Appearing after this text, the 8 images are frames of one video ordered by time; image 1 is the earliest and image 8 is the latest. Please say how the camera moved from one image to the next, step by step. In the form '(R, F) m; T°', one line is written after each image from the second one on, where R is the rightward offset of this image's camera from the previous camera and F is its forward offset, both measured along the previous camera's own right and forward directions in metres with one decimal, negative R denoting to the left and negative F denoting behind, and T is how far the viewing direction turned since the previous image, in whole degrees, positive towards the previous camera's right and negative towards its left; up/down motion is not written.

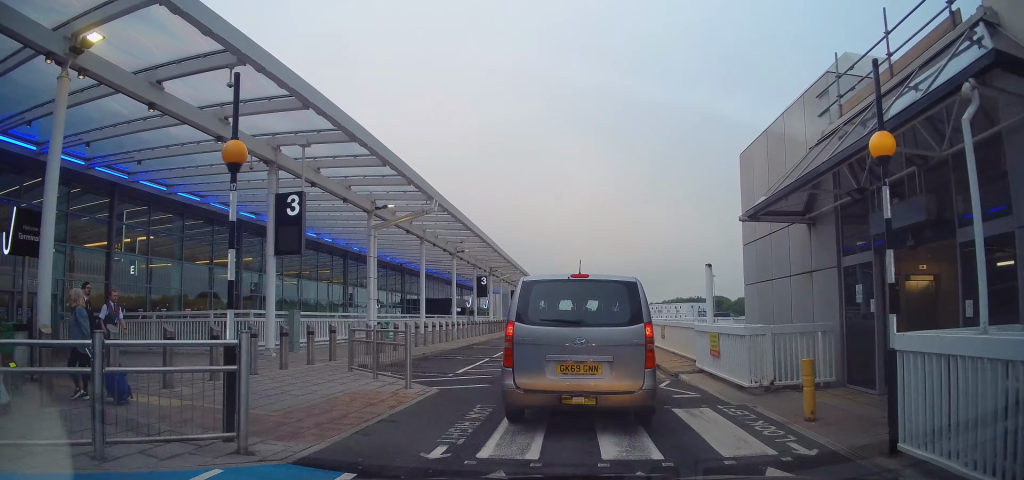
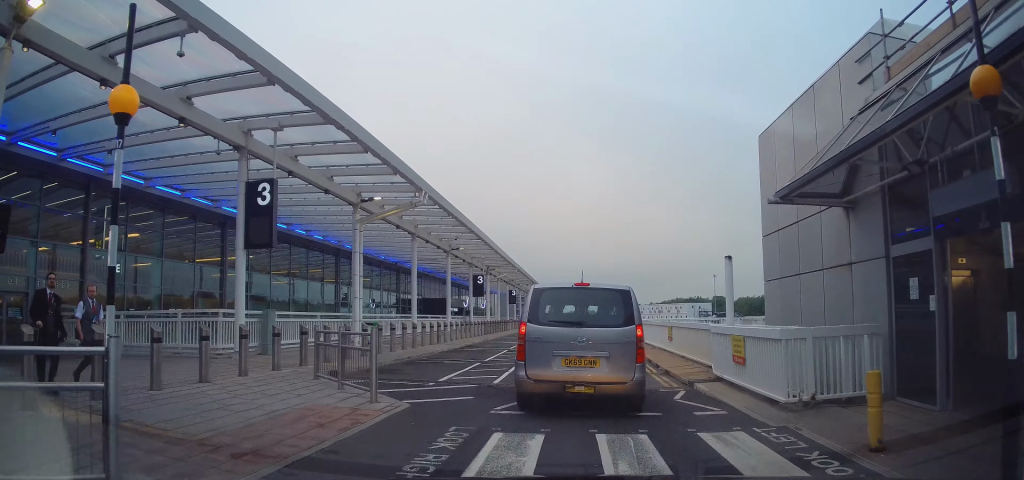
(0.0, +2.0) m; +3°
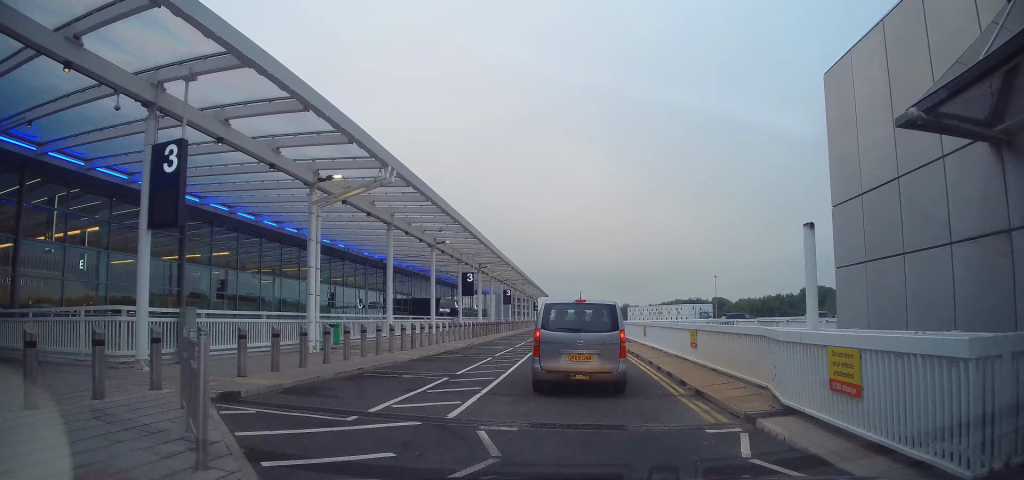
(+0.4, +4.5) m; 0°
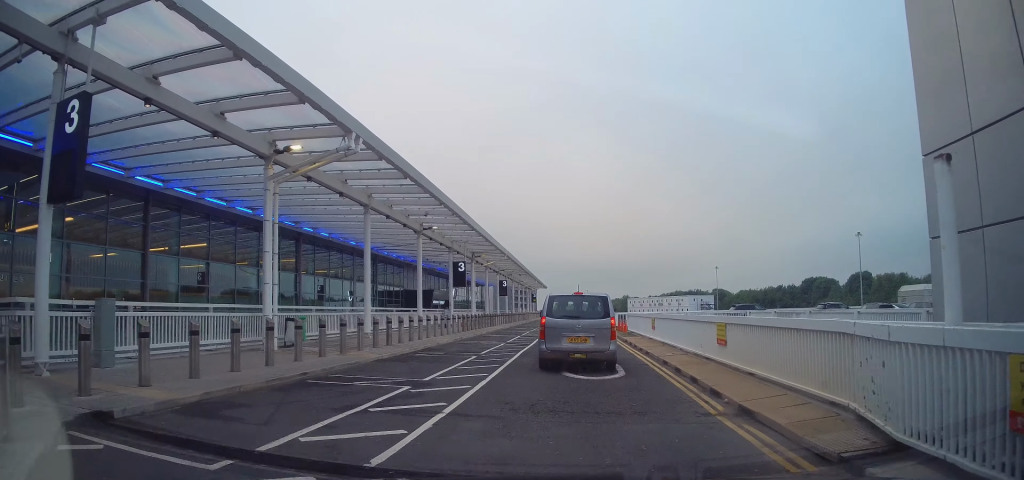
(-0.4, +3.2) m; -5°
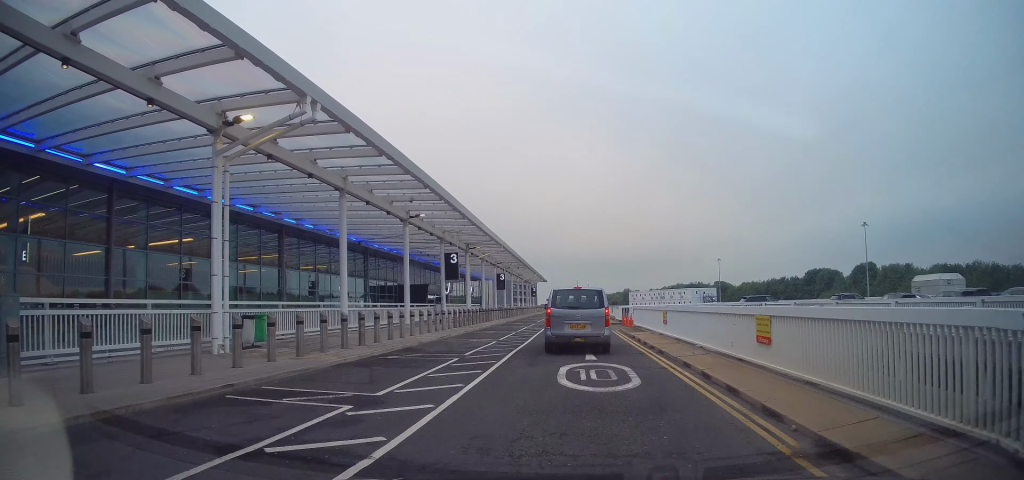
(-0.1, +3.2) m; +2°
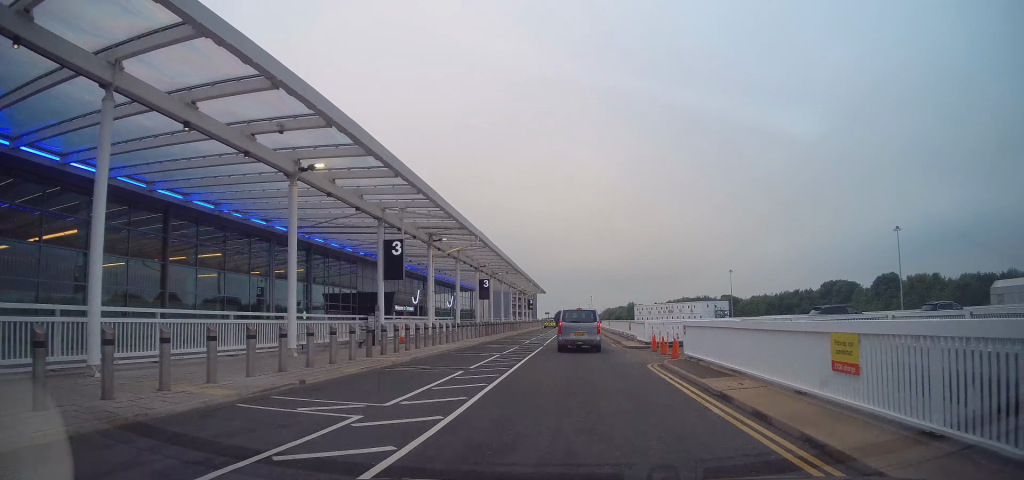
(+0.3, +15.0) m; -2°
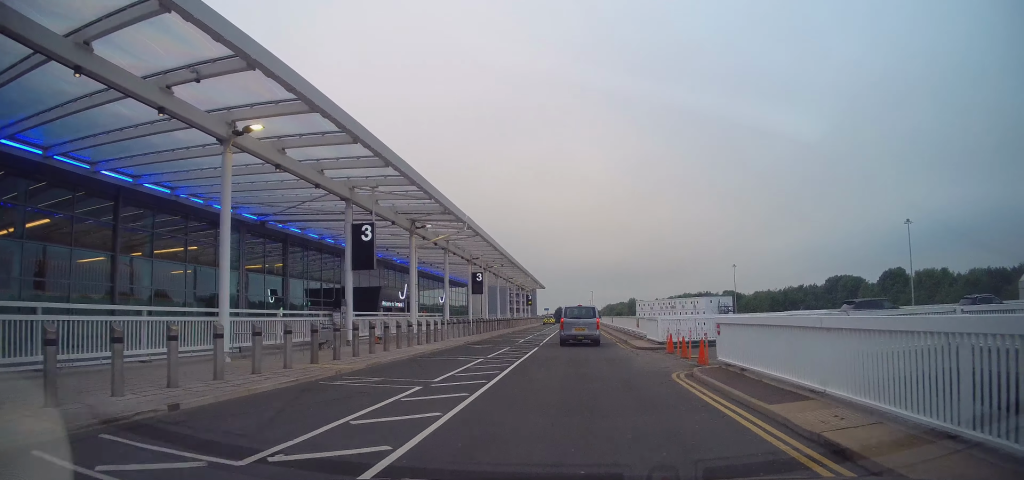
(0.0, +4.3) m; +1°
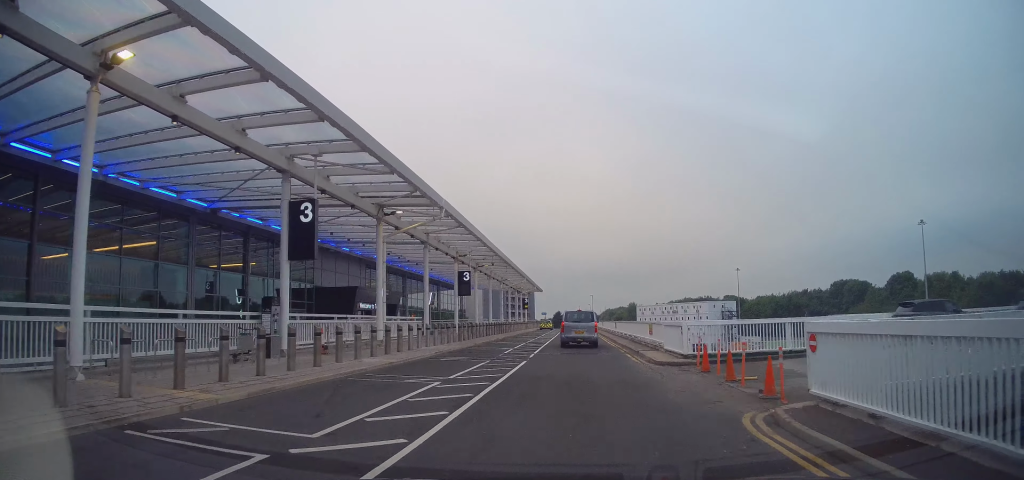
(+0.1, +5.8) m; +1°
